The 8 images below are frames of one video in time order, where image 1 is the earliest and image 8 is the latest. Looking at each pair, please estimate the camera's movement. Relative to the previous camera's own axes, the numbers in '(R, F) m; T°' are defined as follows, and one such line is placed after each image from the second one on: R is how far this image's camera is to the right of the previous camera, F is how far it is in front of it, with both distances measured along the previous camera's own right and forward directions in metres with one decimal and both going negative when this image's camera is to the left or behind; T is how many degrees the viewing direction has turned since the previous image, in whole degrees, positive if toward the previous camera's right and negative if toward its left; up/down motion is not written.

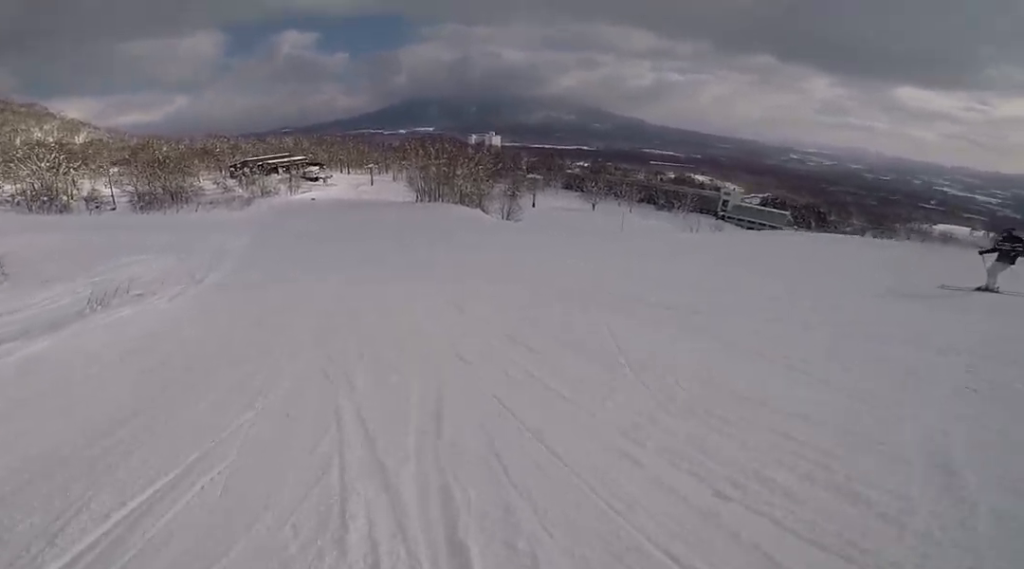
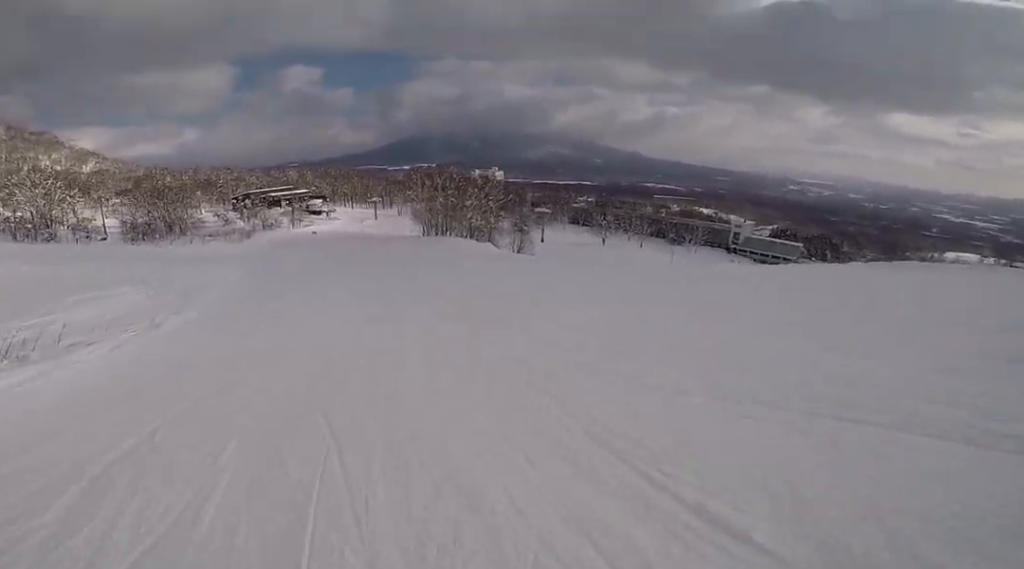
(0.0, +6.9) m; -3°
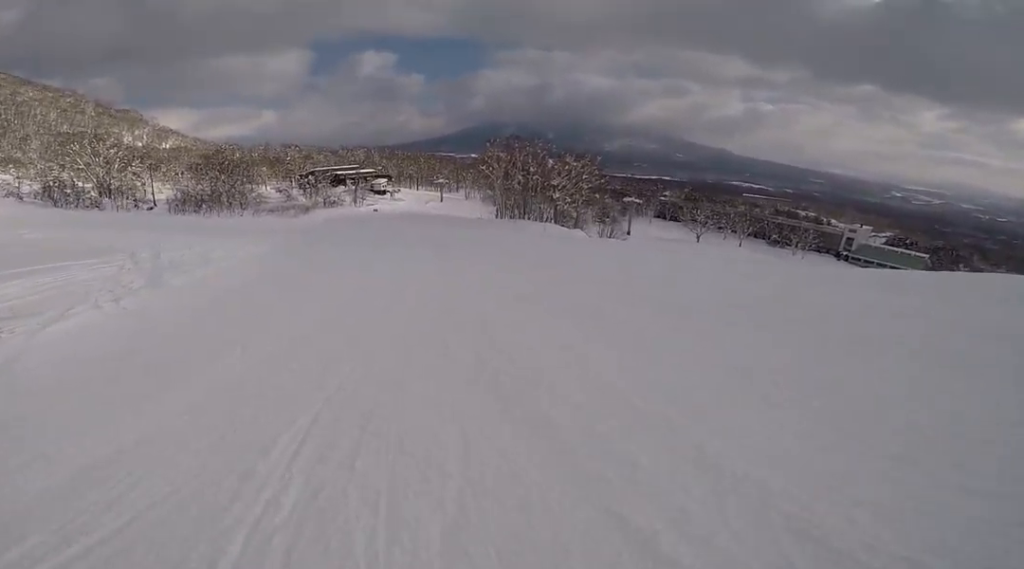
(-0.7, +11.8) m; -5°
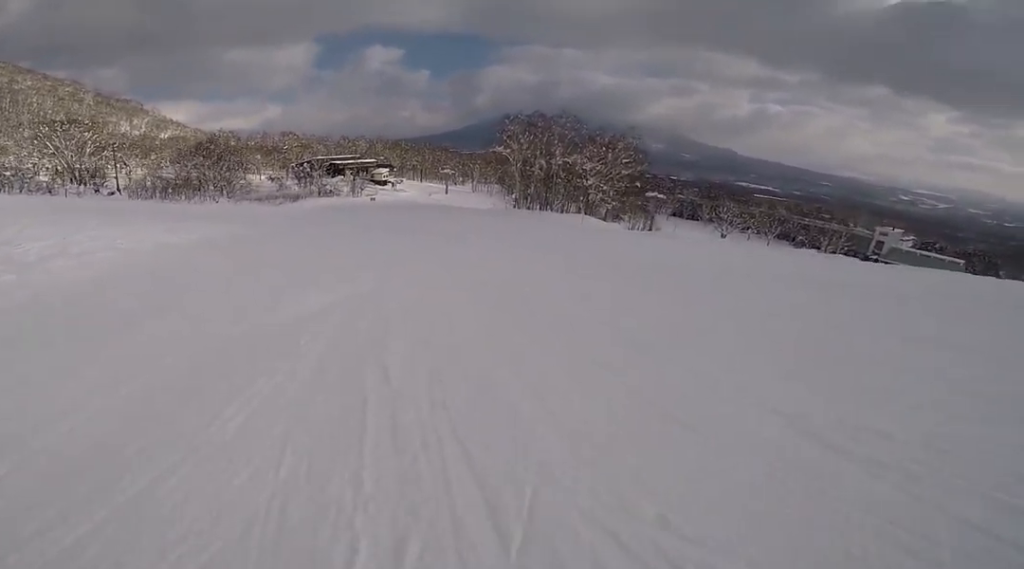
(-0.6, +12.0) m; 0°
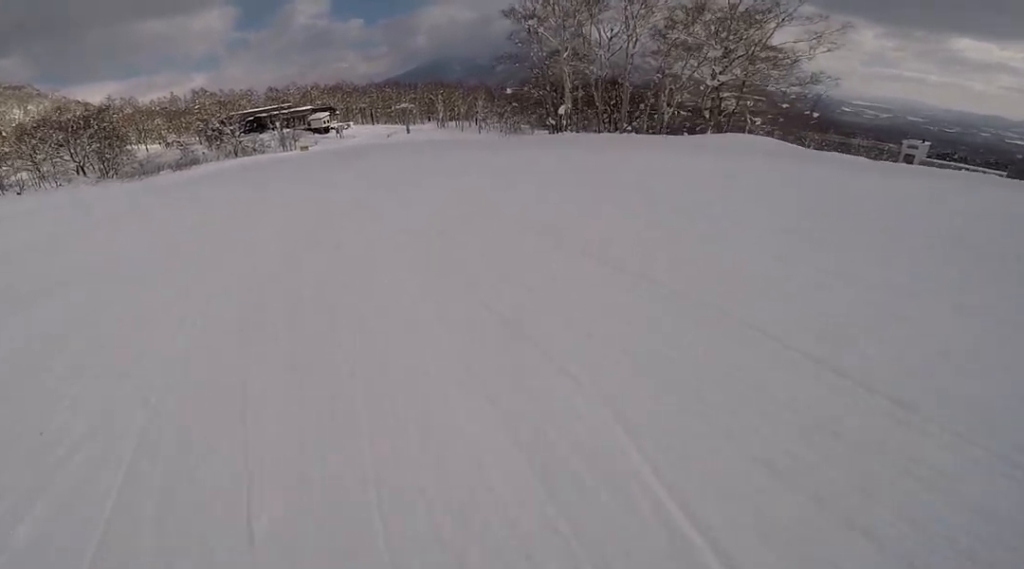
(+1.2, +31.7) m; -4°
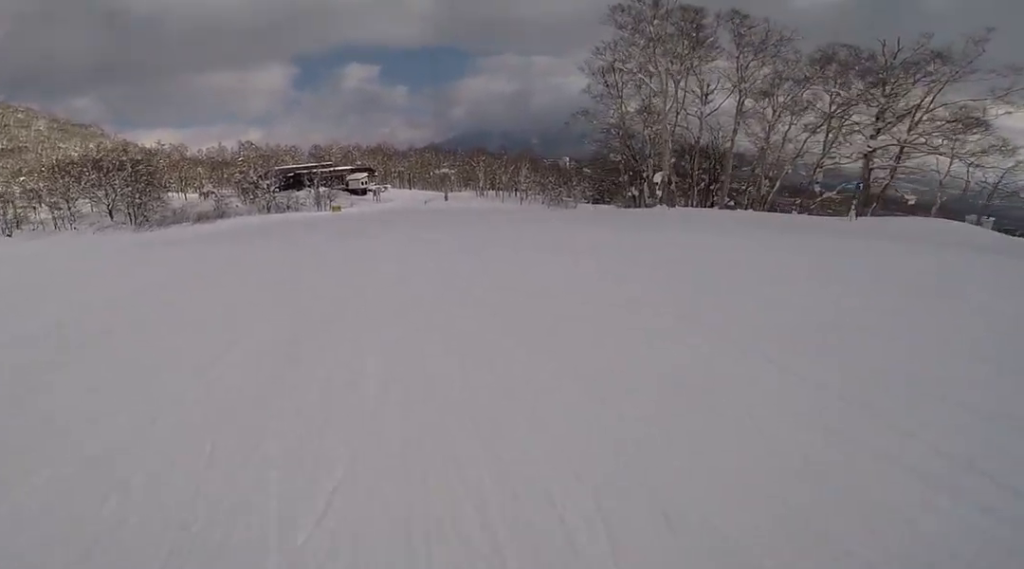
(-0.2, +8.0) m; +3°
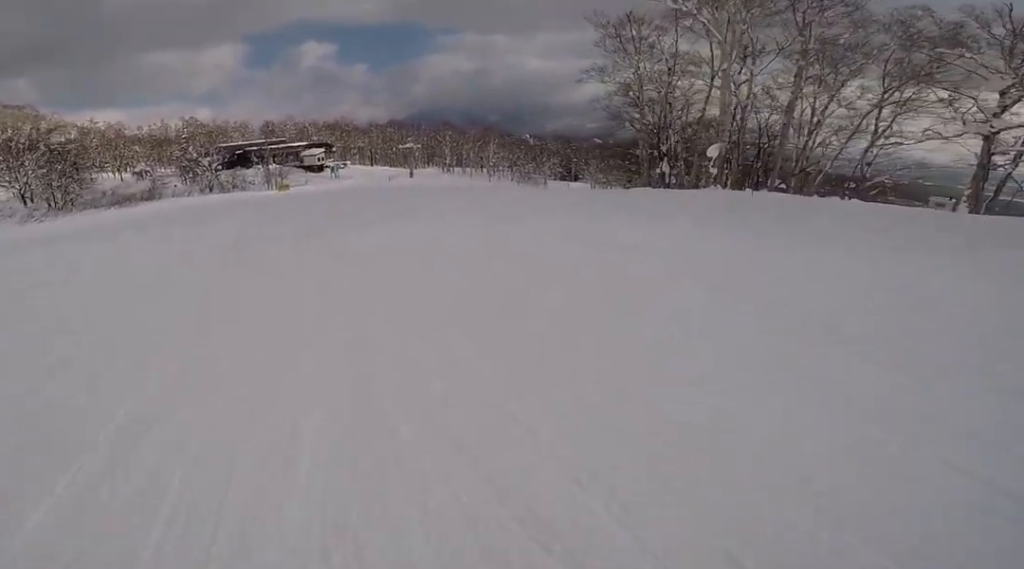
(+0.2, +8.0) m; +3°
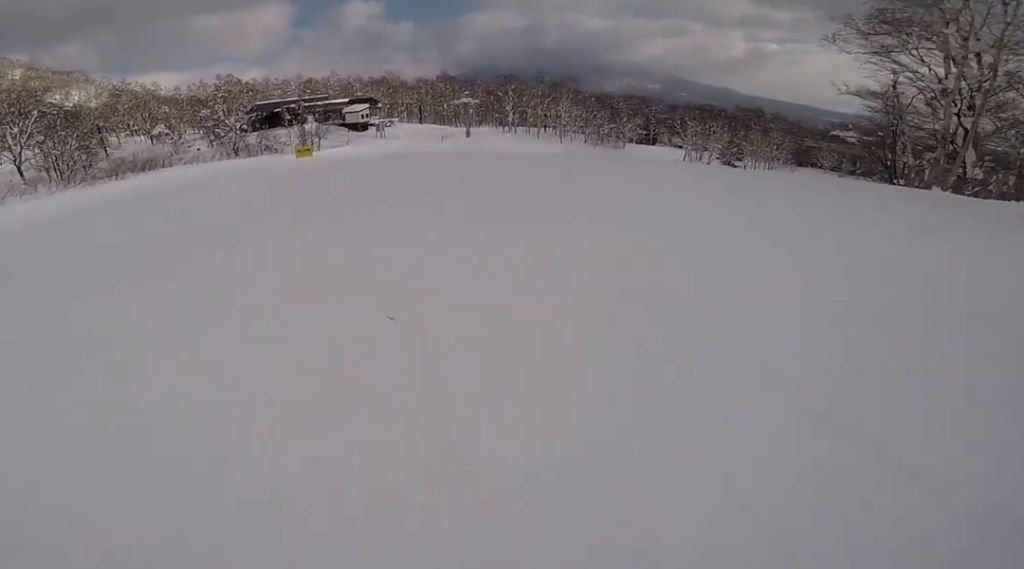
(+0.1, +13.6) m; -1°
